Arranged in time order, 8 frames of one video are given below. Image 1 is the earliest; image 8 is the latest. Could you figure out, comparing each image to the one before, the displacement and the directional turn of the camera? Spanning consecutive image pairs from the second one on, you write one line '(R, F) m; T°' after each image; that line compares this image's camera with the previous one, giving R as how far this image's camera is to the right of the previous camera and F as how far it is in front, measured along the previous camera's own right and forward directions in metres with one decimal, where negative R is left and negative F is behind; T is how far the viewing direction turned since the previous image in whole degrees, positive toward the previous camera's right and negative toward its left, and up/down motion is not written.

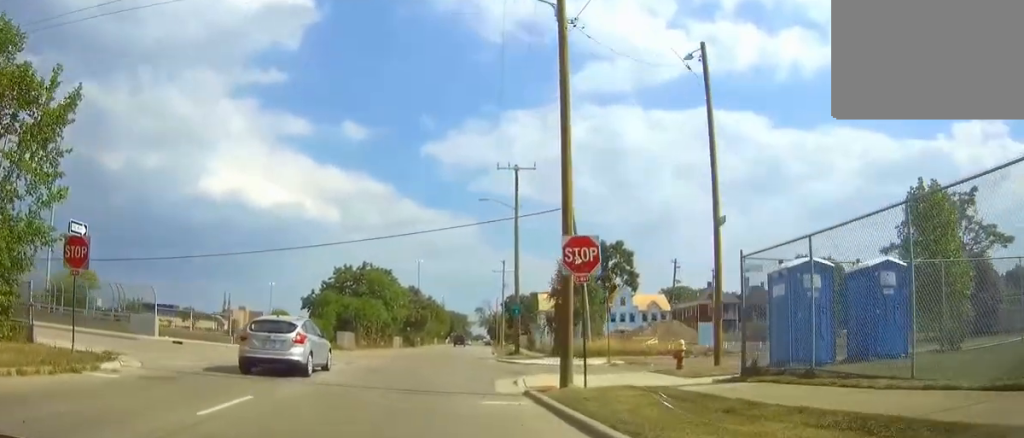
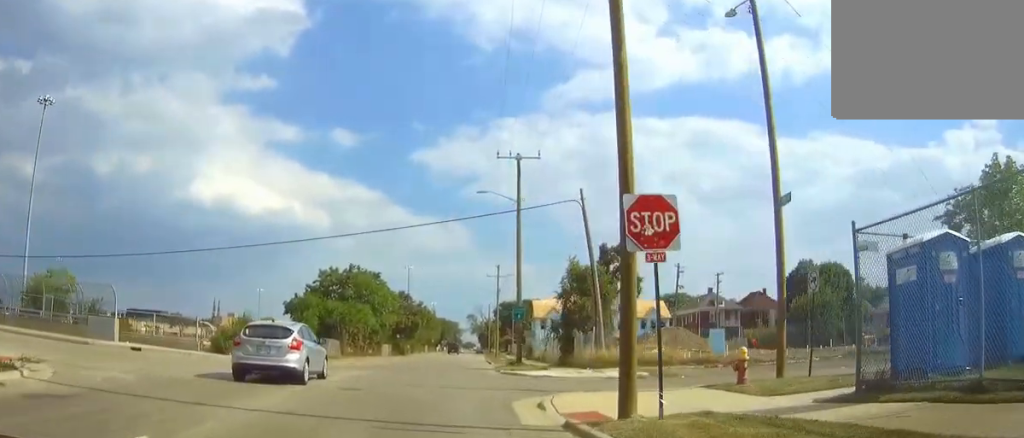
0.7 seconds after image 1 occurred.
(0.0, +4.9) m; 0°
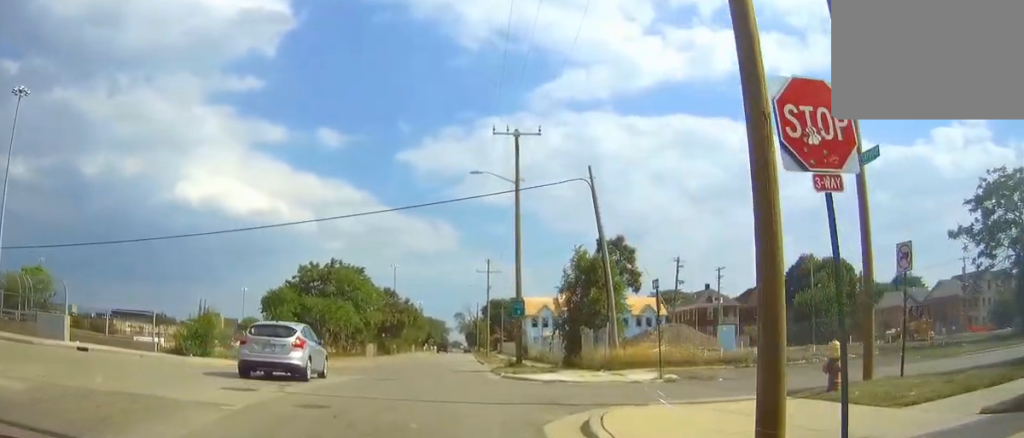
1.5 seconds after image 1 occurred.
(0.0, +4.5) m; +1°
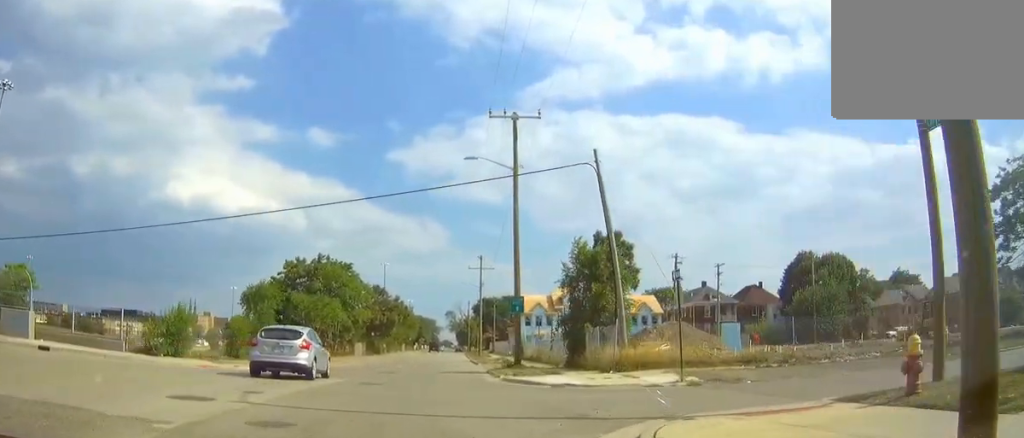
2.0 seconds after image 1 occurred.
(+0.1, +2.2) m; +1°
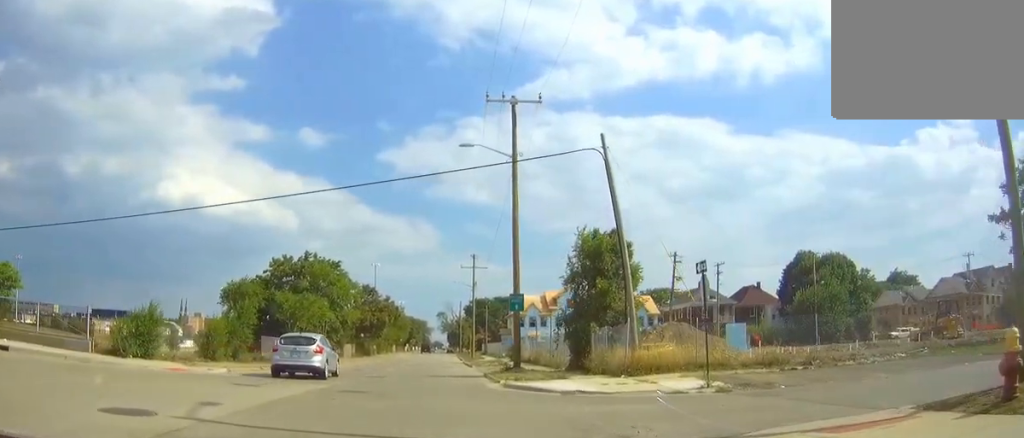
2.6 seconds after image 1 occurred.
(0.0, +2.5) m; 0°
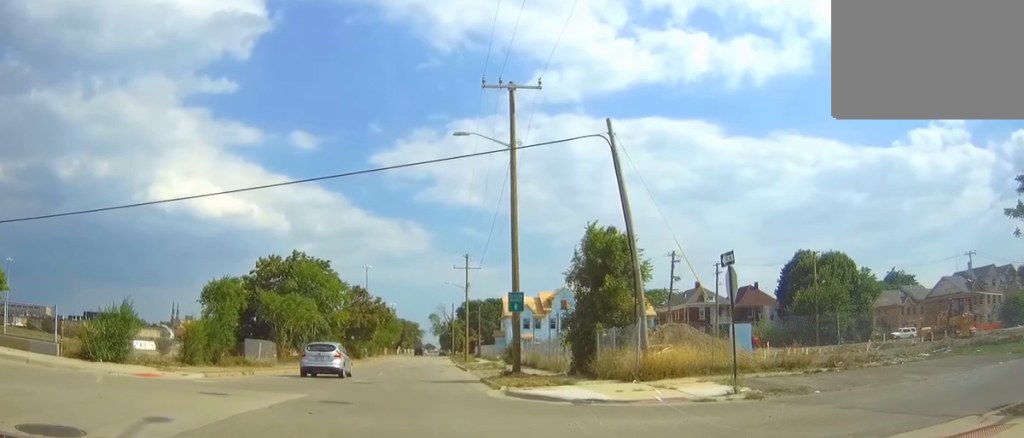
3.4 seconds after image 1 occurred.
(0.0, +2.5) m; -2°
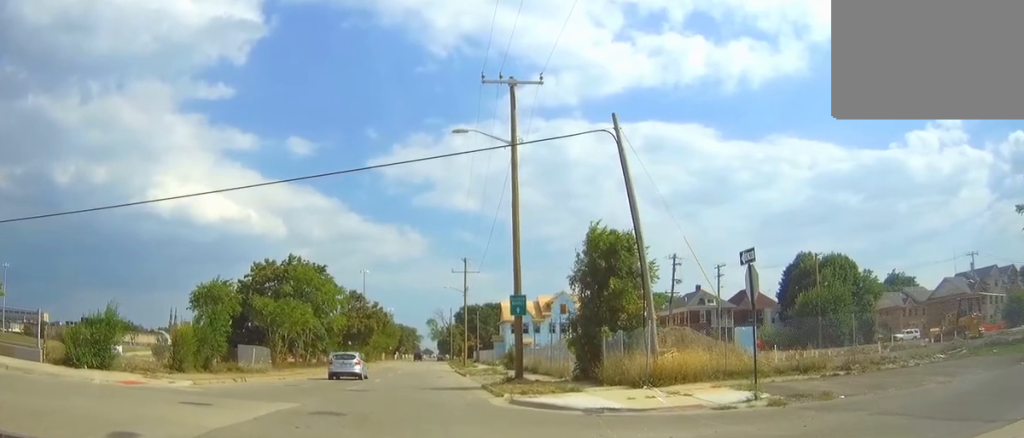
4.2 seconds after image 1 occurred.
(-0.1, +2.1) m; -1°
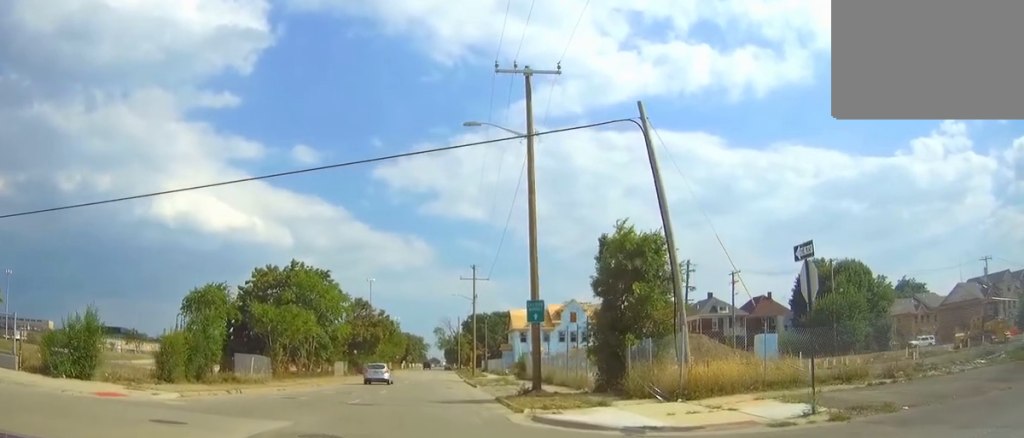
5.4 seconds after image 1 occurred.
(0.0, +3.7) m; 0°
